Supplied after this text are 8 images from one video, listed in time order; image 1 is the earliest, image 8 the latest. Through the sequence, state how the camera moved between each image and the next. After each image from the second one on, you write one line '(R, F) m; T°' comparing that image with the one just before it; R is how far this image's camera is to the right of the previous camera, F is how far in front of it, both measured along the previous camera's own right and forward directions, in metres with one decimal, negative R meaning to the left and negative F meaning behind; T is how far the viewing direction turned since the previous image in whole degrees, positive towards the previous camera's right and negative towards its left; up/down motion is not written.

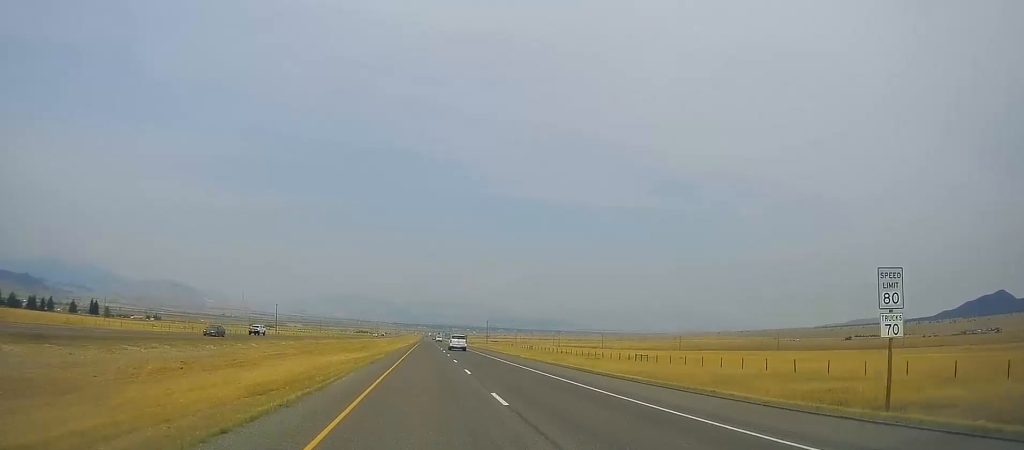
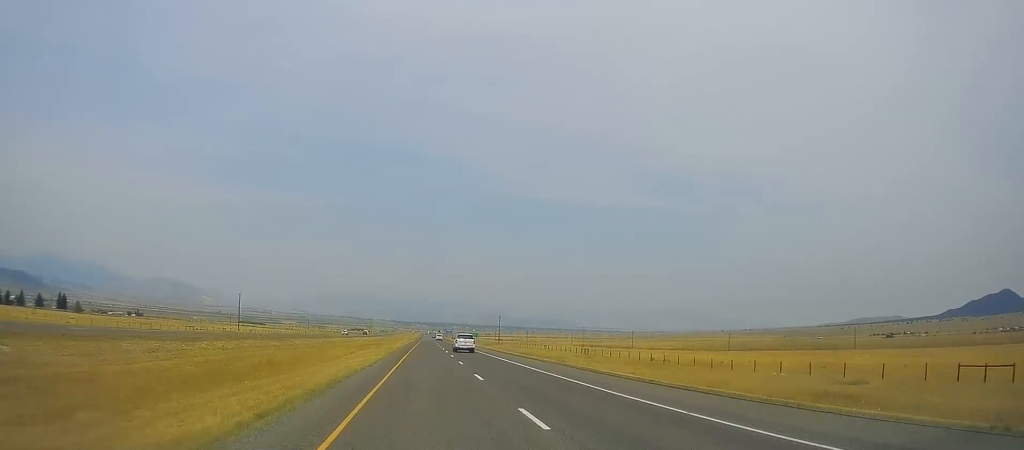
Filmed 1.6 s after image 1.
(+0.1, +64.6) m; 0°
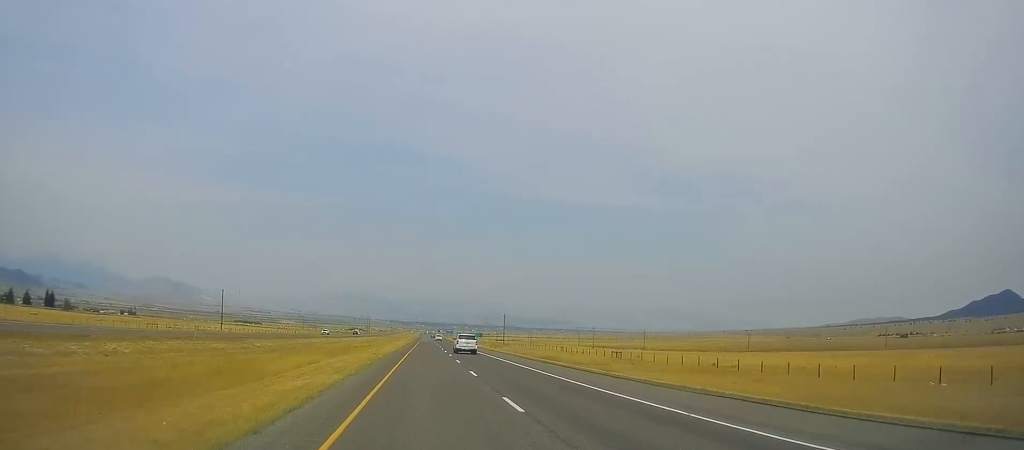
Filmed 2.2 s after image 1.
(+0.4, +21.5) m; 0°
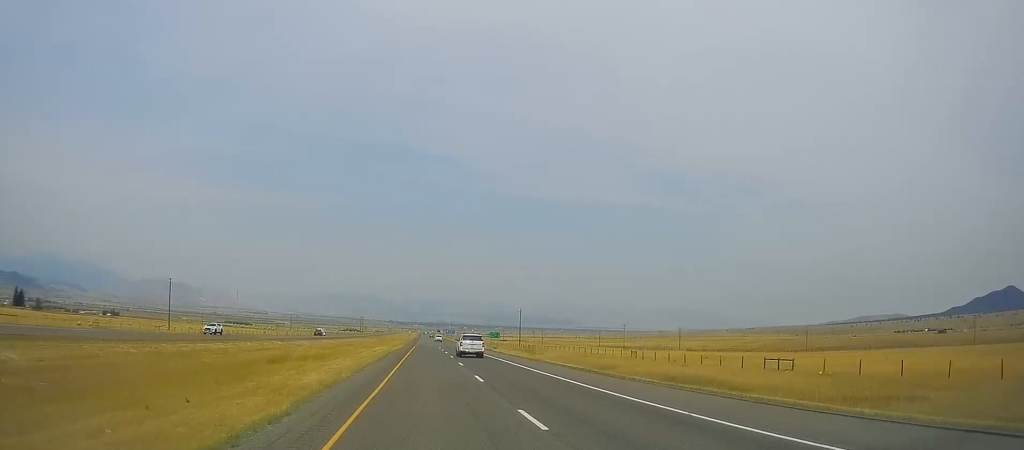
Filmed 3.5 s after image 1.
(-0.7, +50.8) m; 0°
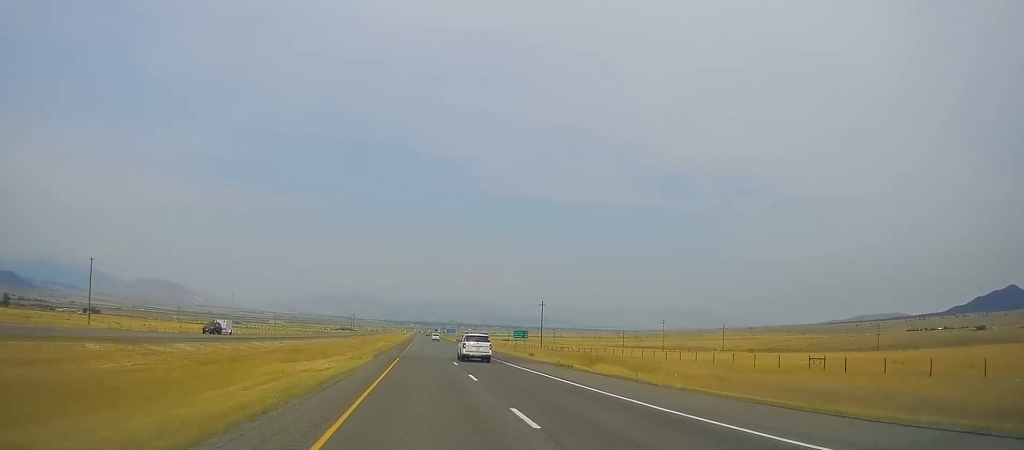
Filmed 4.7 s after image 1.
(+0.9, +48.1) m; 0°
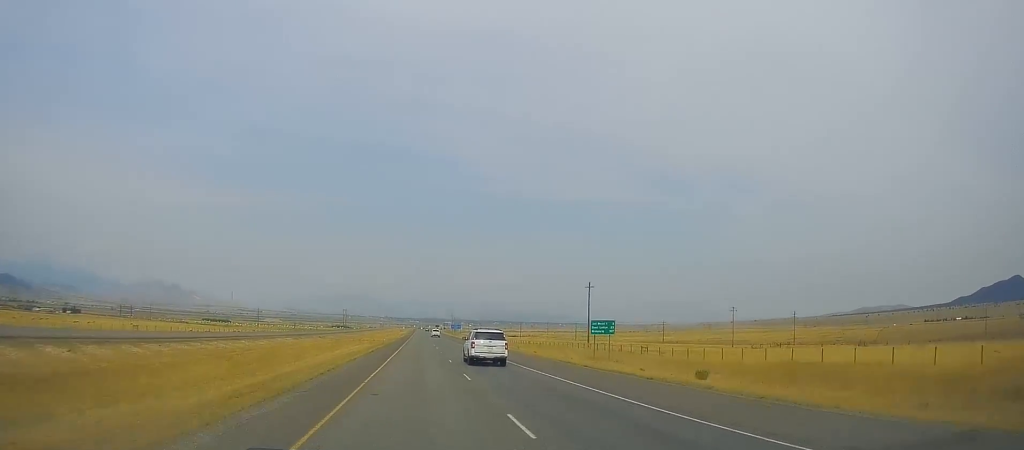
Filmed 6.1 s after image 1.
(-0.4, +52.8) m; 0°
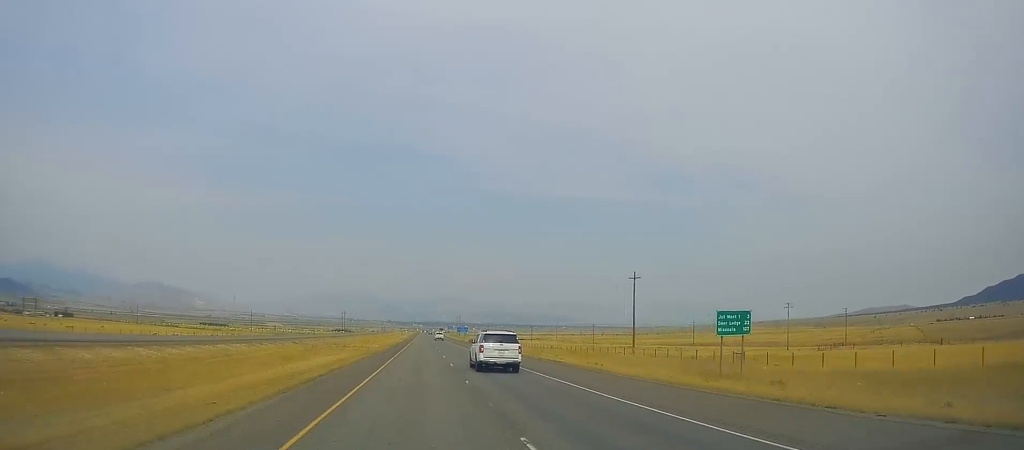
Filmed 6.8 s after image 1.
(+0.2, +27.3) m; 0°
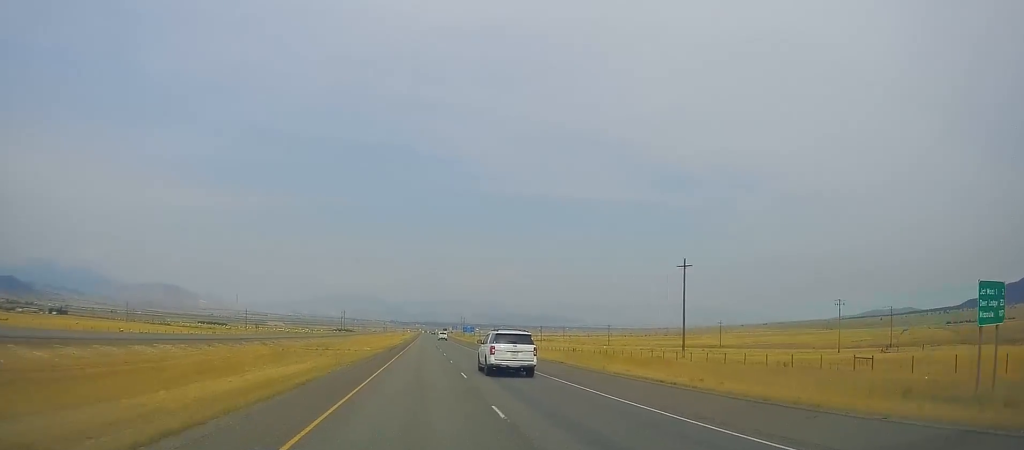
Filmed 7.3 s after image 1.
(-0.2, +20.1) m; 0°
